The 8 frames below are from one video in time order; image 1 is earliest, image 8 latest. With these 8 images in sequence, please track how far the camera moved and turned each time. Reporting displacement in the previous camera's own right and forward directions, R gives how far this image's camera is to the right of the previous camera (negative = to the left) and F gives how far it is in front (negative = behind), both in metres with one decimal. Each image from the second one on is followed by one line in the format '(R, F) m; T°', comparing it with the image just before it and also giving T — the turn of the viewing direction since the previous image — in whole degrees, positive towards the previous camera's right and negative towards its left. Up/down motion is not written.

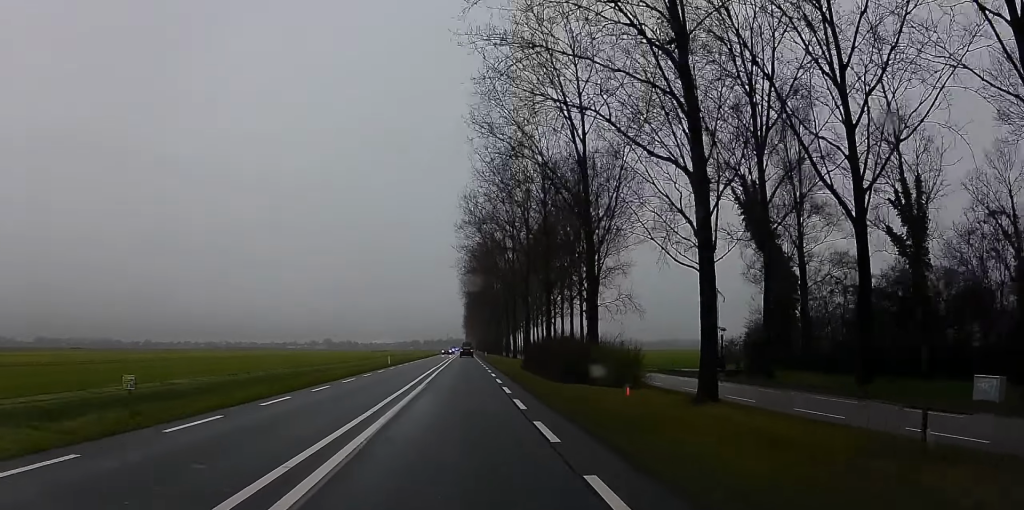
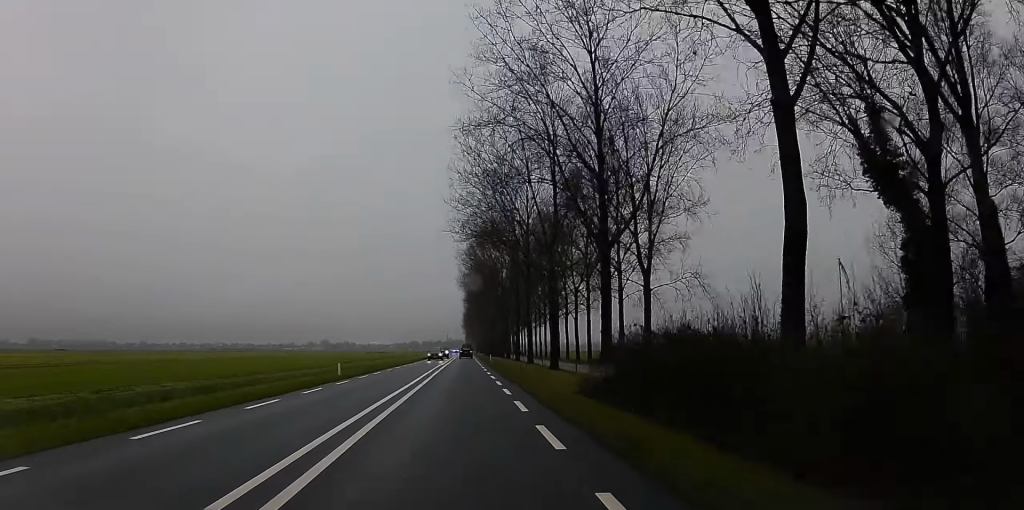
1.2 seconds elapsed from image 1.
(+0.6, +25.3) m; 0°
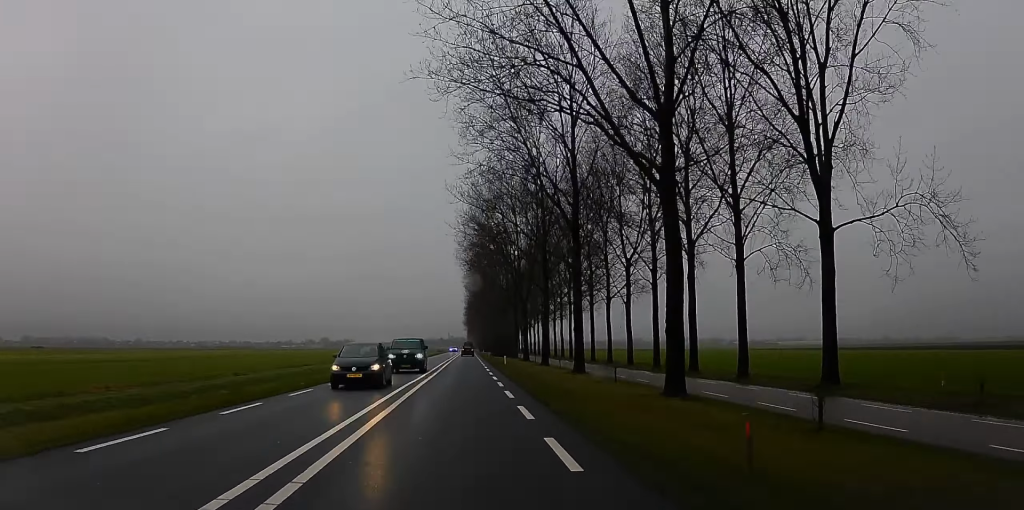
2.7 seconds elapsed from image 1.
(-1.0, +31.3) m; -2°
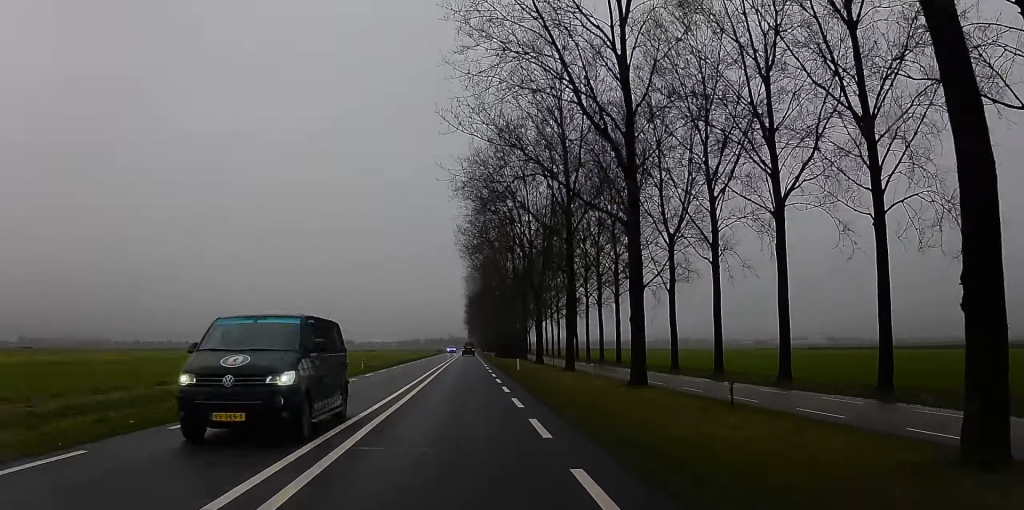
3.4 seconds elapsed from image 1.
(+0.4, +15.4) m; 0°
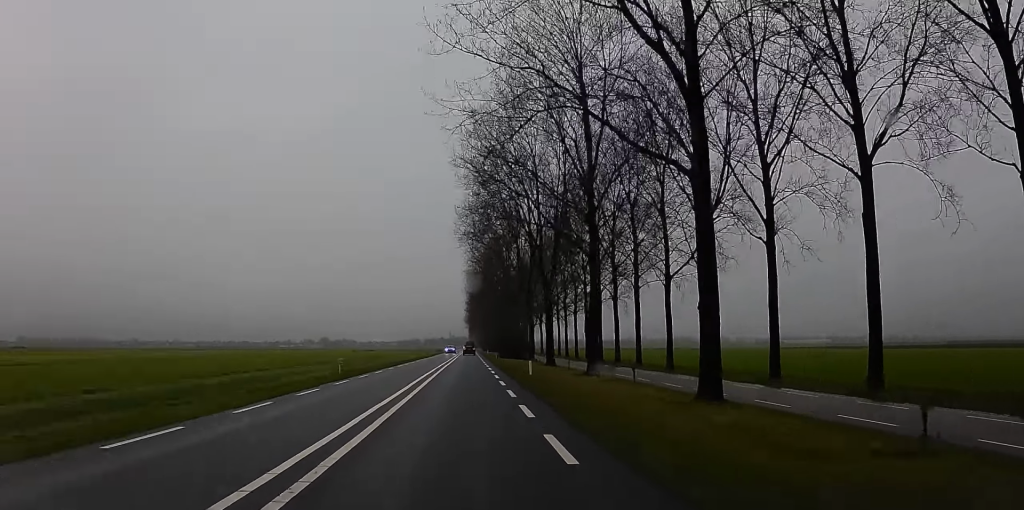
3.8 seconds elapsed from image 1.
(-0.1, +8.6) m; 0°
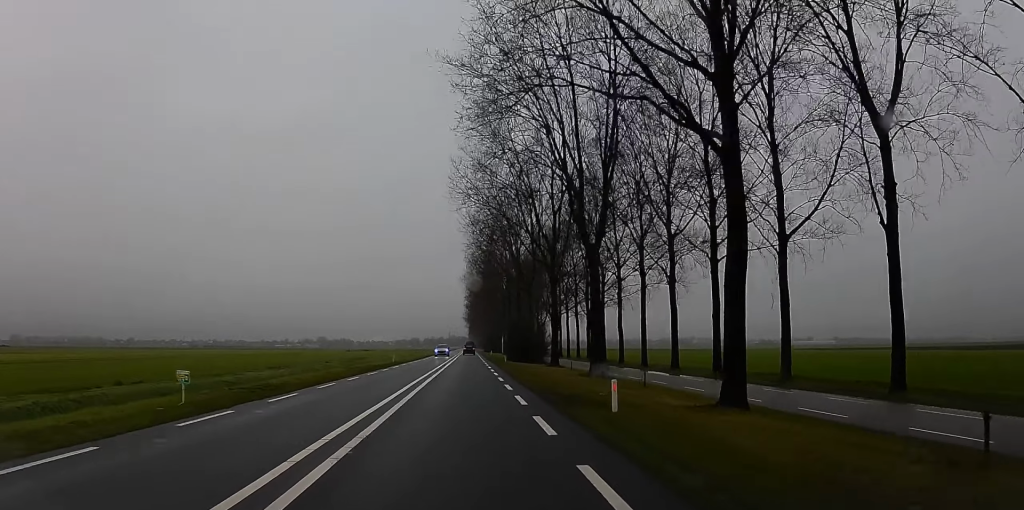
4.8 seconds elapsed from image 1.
(-0.1, +21.5) m; 0°
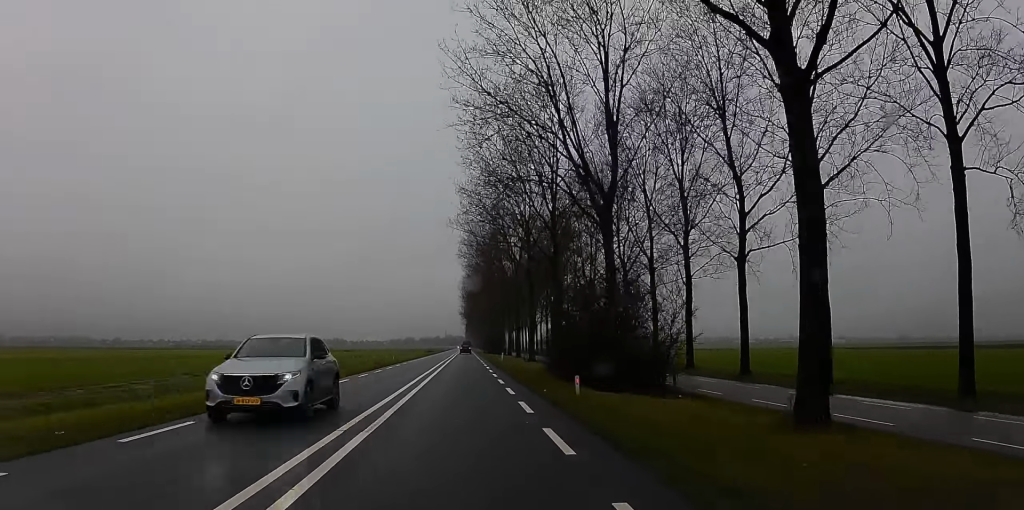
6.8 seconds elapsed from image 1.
(-0.1, +44.2) m; -1°
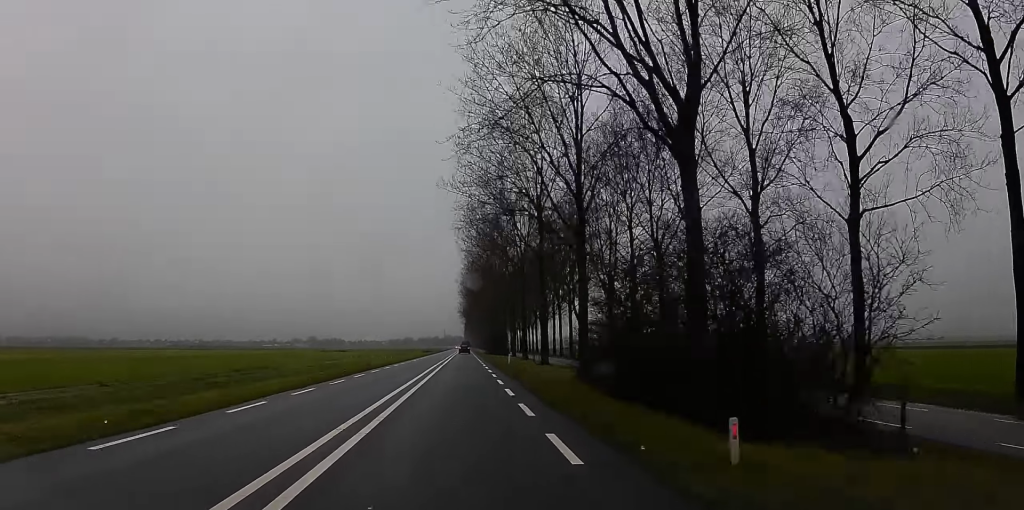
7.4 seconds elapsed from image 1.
(0.0, +13.0) m; 0°
